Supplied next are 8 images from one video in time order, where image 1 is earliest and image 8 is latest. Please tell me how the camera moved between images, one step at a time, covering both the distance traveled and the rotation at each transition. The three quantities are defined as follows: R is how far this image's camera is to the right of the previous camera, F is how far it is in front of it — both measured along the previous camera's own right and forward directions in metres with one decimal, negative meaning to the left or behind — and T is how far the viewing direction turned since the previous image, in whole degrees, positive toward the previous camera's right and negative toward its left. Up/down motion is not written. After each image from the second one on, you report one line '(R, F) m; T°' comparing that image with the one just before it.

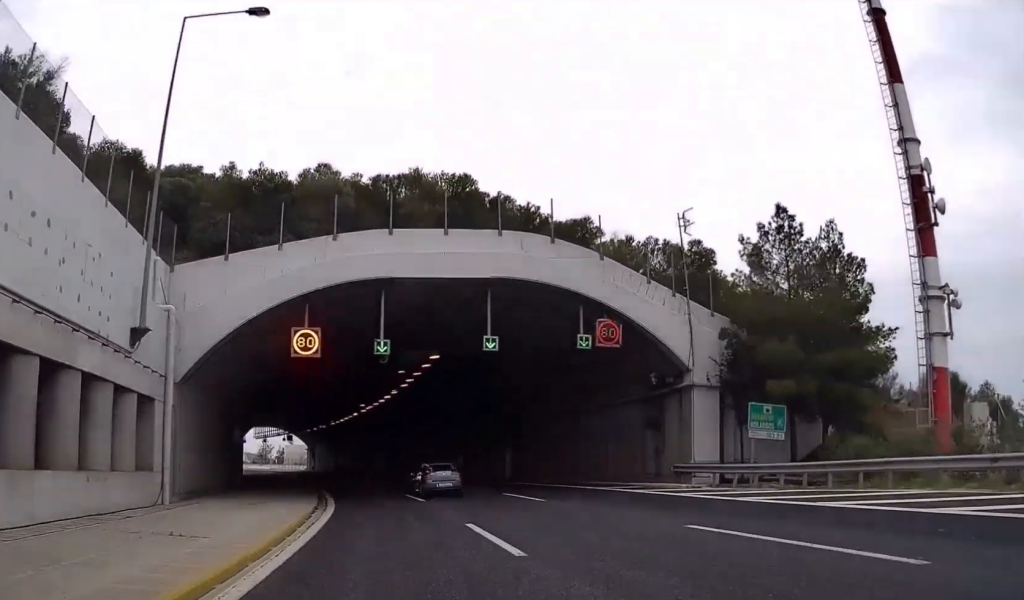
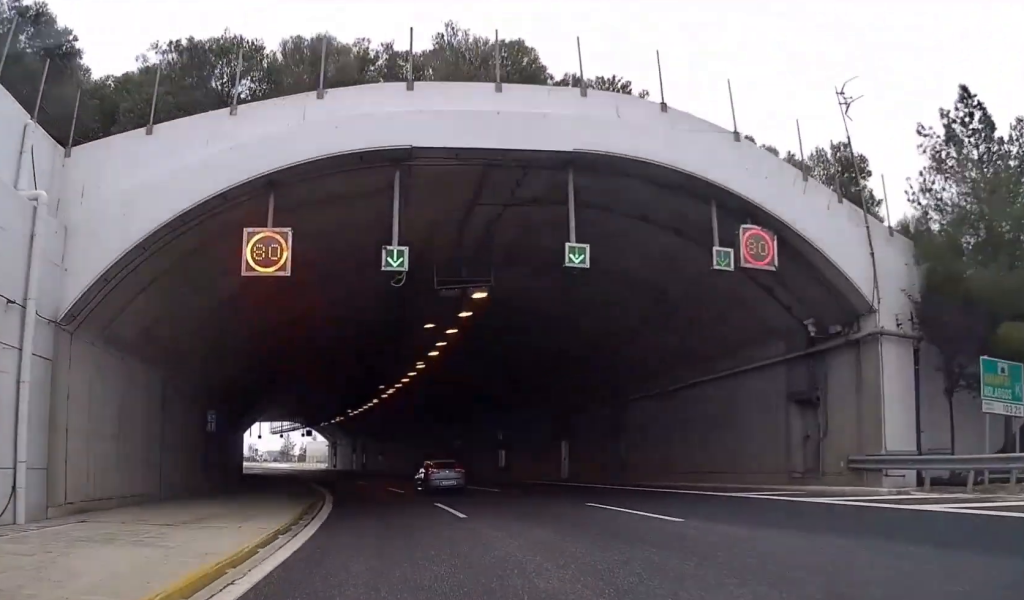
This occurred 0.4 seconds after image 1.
(+0.2, +11.6) m; -2°
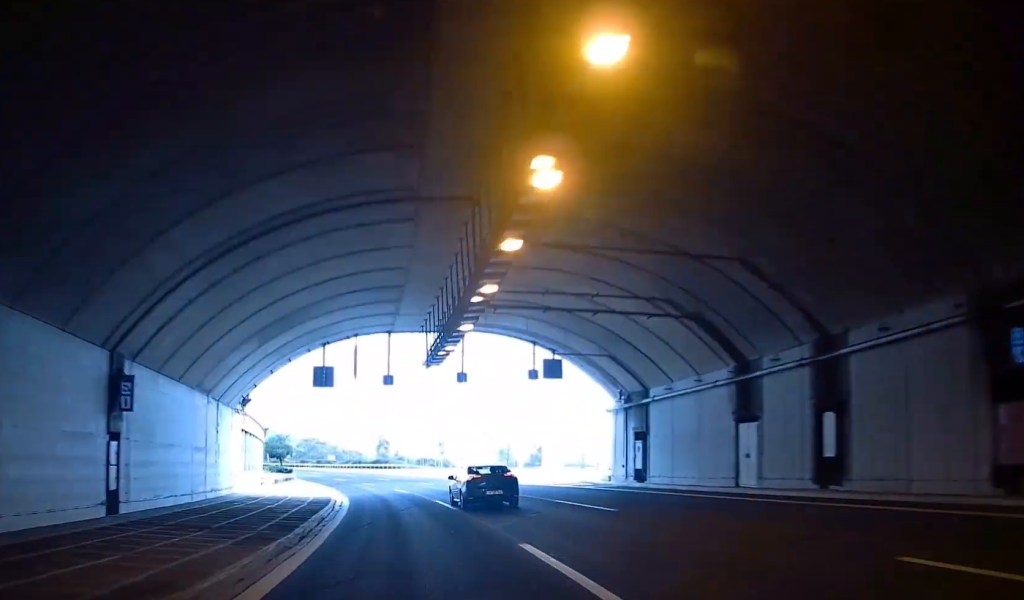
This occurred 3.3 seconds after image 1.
(-8.0, +84.6) m; -7°
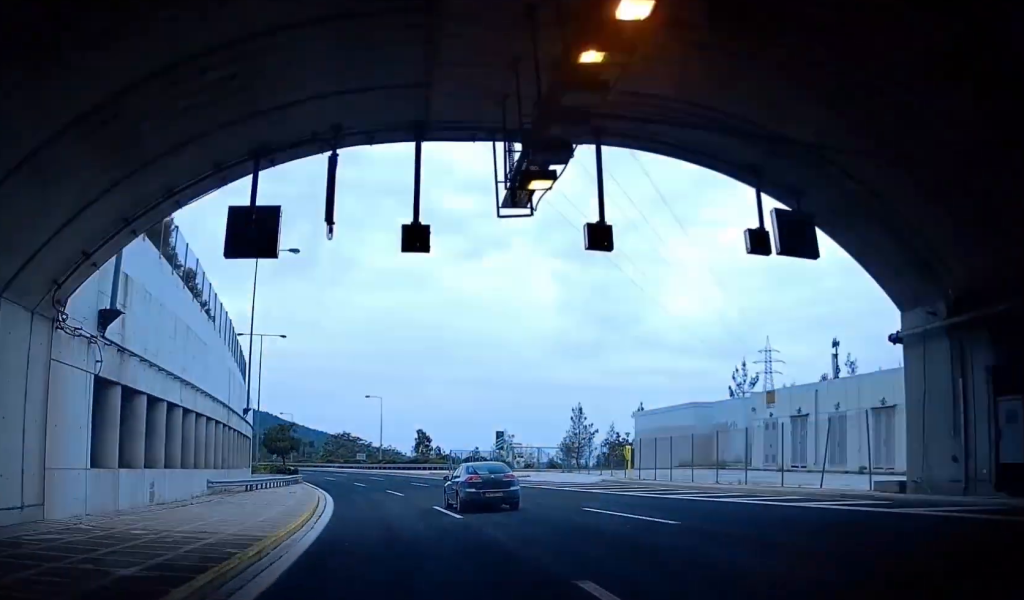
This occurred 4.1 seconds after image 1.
(-0.2, +23.3) m; -8°
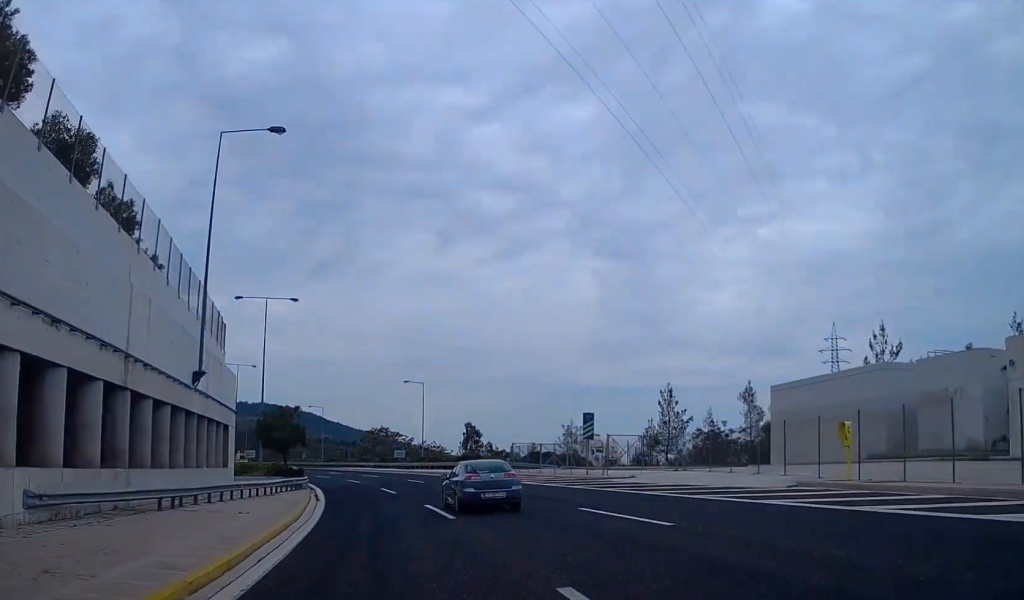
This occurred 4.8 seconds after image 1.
(+1.6, +18.2) m; -12°
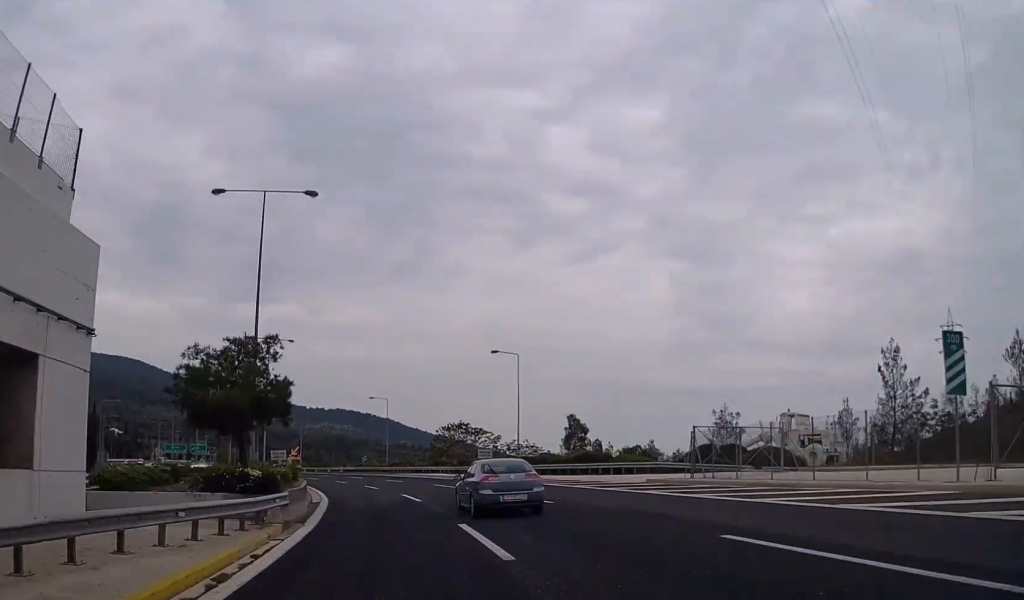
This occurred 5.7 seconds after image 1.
(-8.4, +27.7) m; -19°
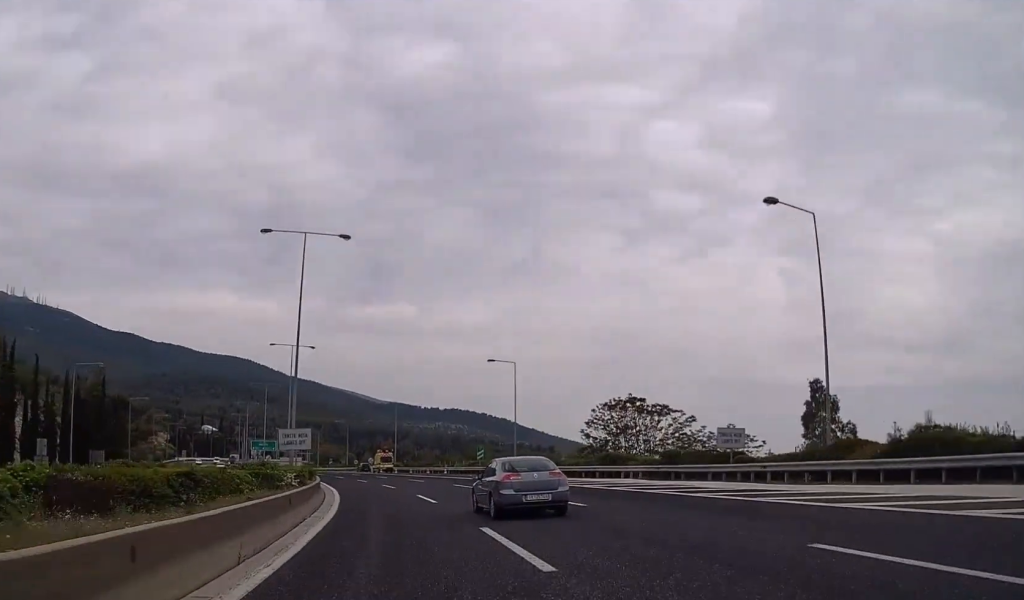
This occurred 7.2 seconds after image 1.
(-2.1, +43.2) m; -4°
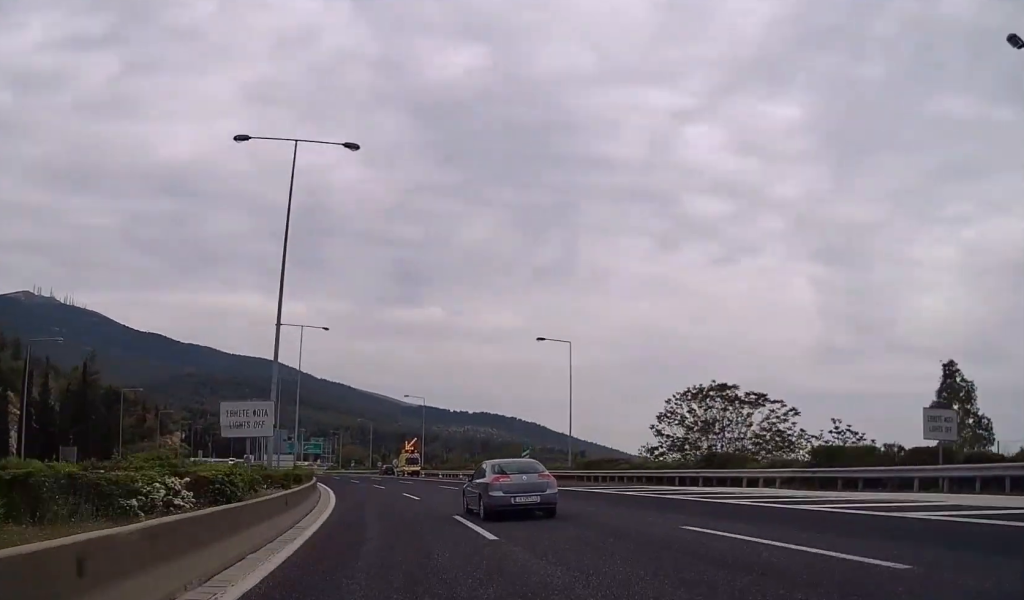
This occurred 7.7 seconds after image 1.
(-0.2, +15.2) m; -1°
